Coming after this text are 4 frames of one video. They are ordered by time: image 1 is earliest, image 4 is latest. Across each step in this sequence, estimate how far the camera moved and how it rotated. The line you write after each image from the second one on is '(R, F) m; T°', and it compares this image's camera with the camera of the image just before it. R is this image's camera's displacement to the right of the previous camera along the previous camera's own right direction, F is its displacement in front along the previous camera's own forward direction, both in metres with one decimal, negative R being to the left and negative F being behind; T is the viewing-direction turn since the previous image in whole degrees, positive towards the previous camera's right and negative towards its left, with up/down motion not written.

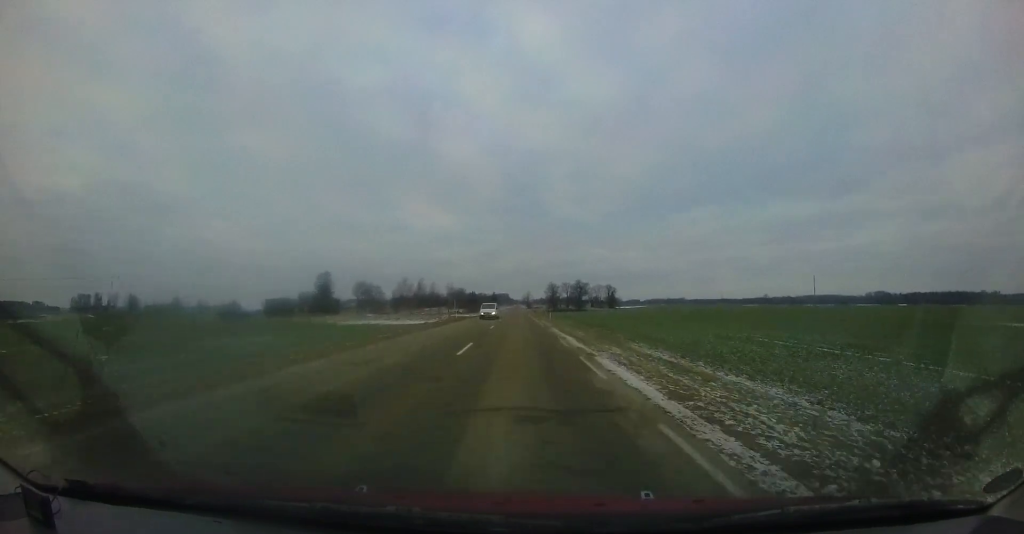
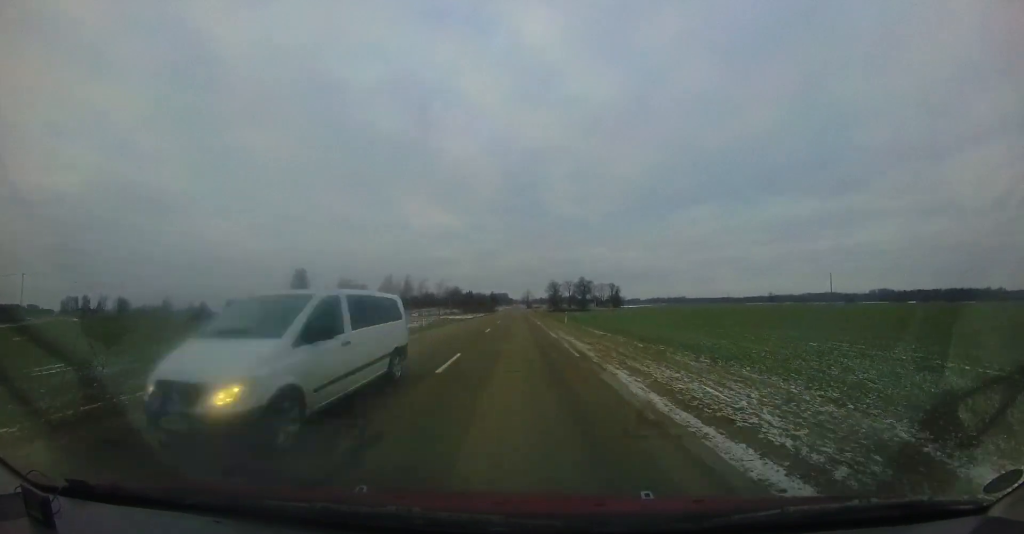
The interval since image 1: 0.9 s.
(+0.4, +14.5) m; +2°
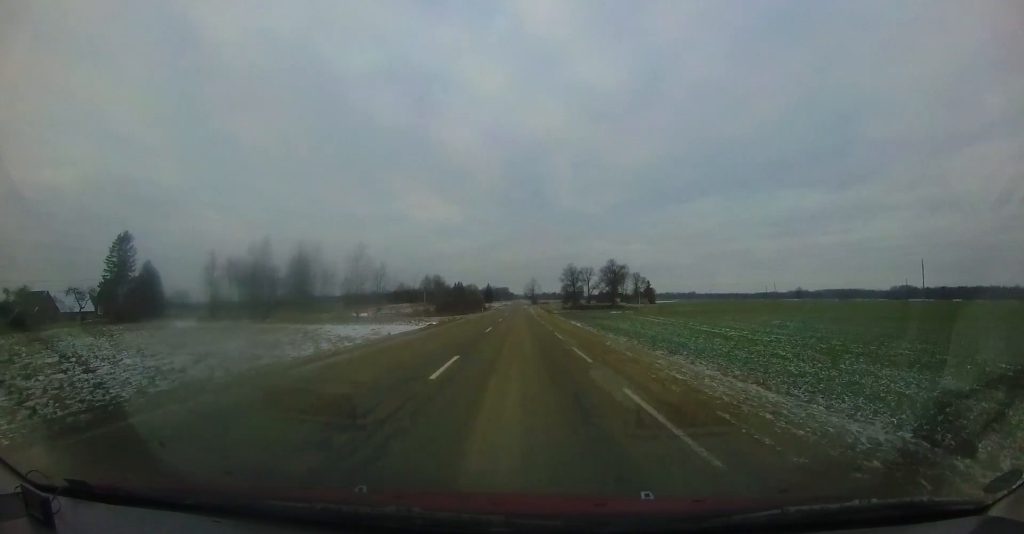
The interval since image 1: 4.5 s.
(+0.2, +60.8) m; 0°
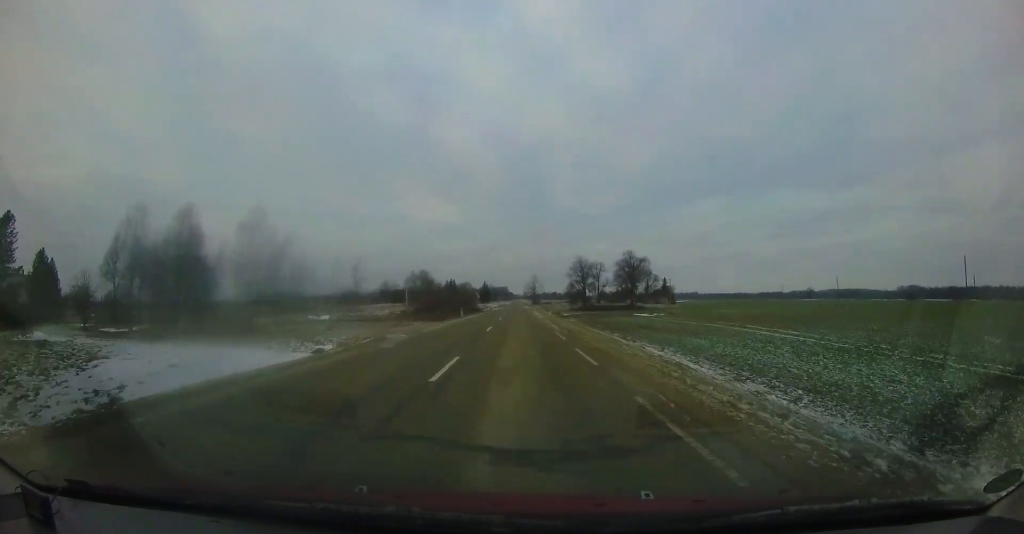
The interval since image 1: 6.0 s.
(-0.8, +24.4) m; -2°
